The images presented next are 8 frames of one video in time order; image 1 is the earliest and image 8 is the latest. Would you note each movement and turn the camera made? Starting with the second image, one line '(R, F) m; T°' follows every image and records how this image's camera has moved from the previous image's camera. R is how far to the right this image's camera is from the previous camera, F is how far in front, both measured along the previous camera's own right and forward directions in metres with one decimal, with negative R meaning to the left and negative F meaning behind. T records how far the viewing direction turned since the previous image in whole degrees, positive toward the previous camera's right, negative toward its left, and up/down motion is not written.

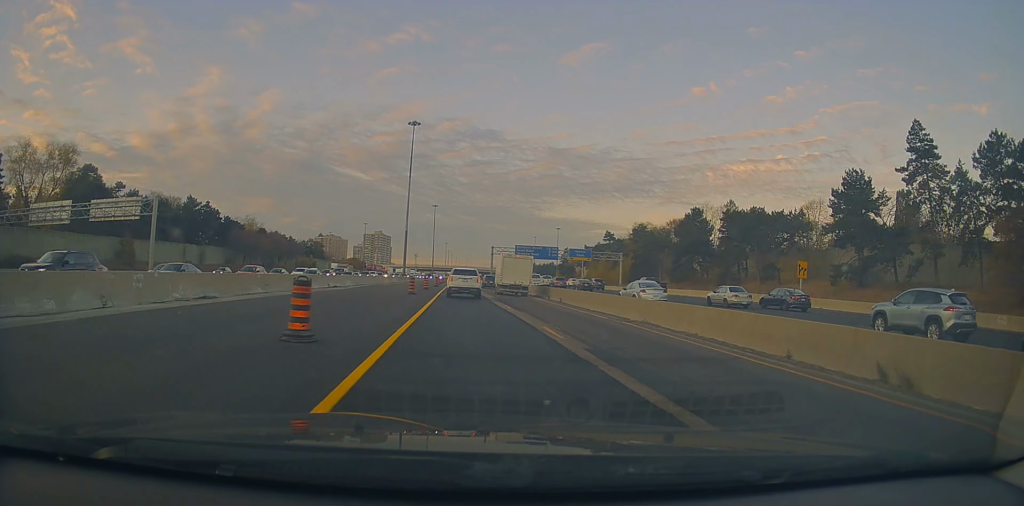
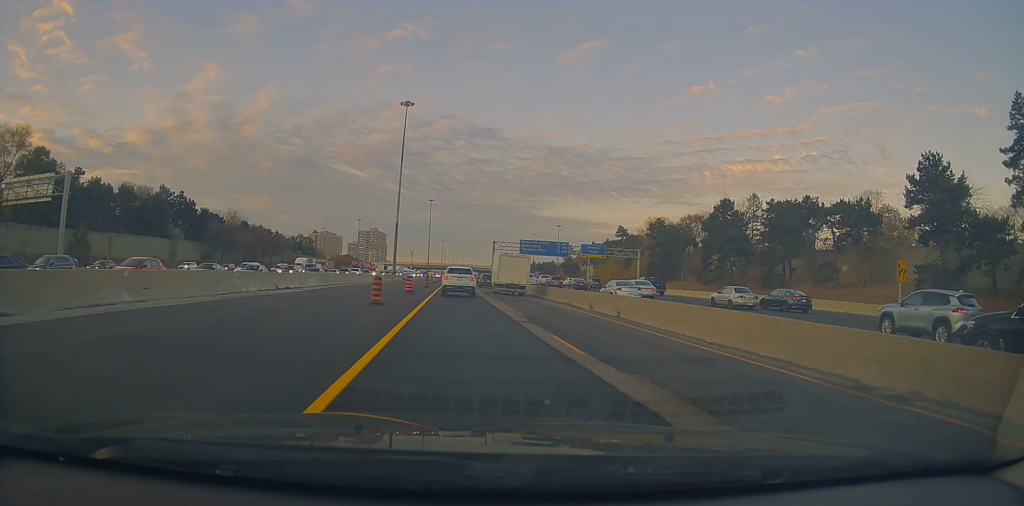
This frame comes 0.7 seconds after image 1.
(0.0, +14.3) m; 0°
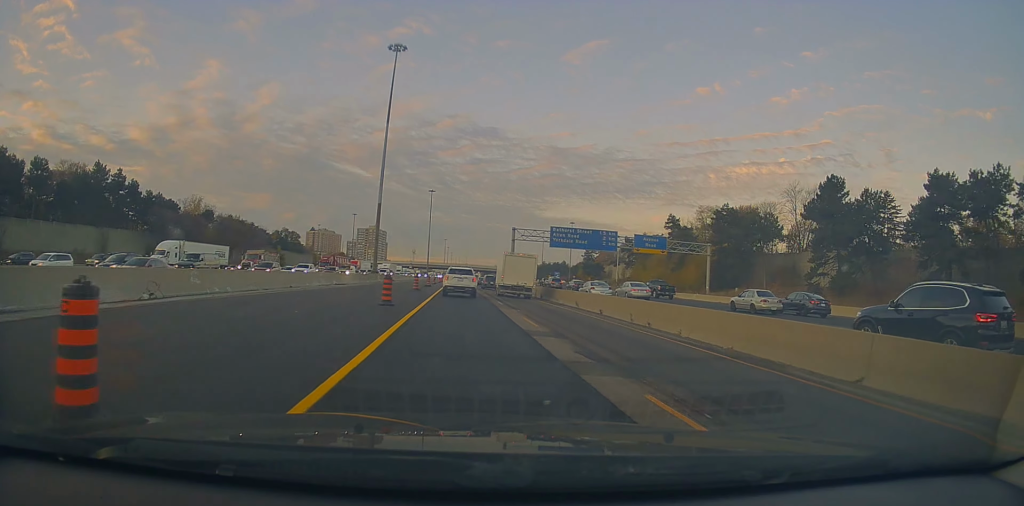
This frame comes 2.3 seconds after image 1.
(+0.5, +30.5) m; +2°
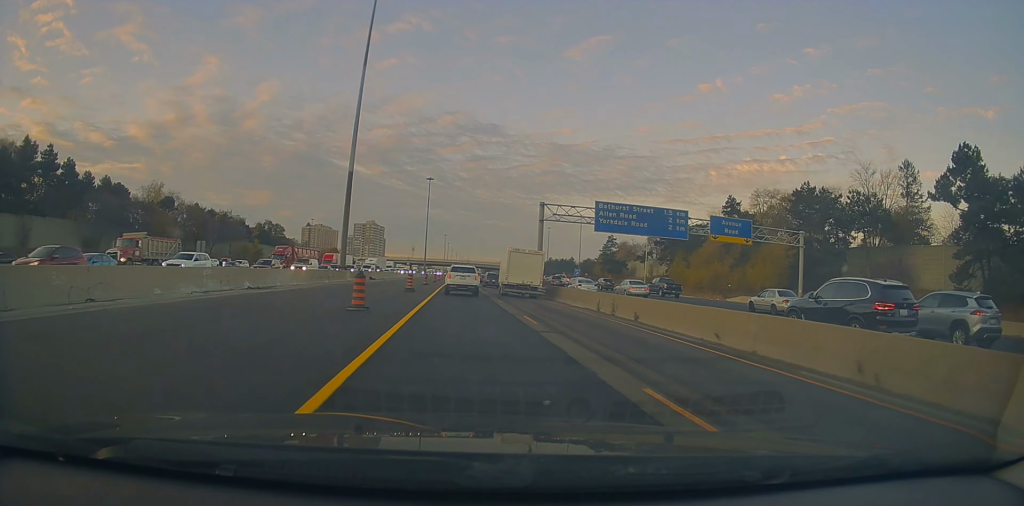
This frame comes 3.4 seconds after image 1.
(-0.2, +23.5) m; -1°
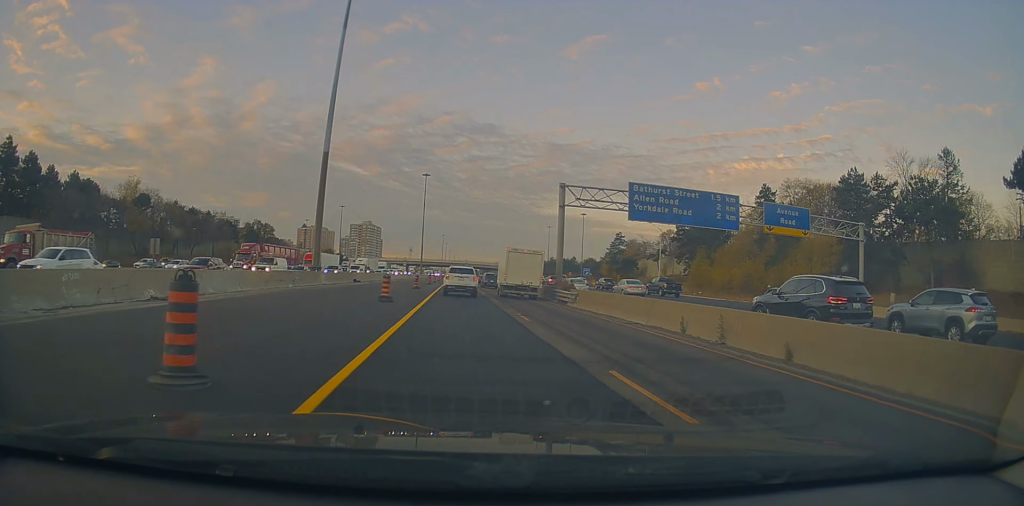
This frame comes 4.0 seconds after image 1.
(0.0, +10.7) m; -1°
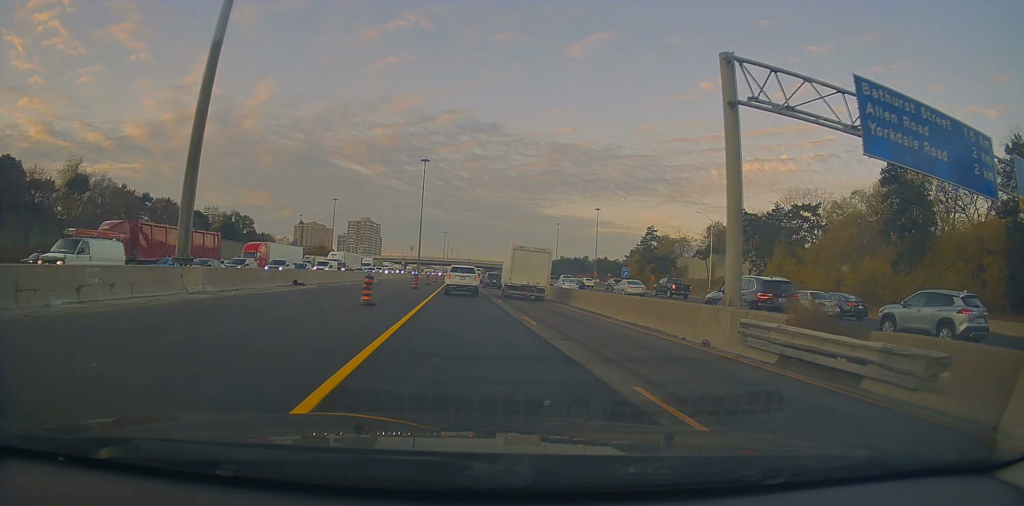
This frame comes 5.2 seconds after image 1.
(-0.3, +25.1) m; -1°
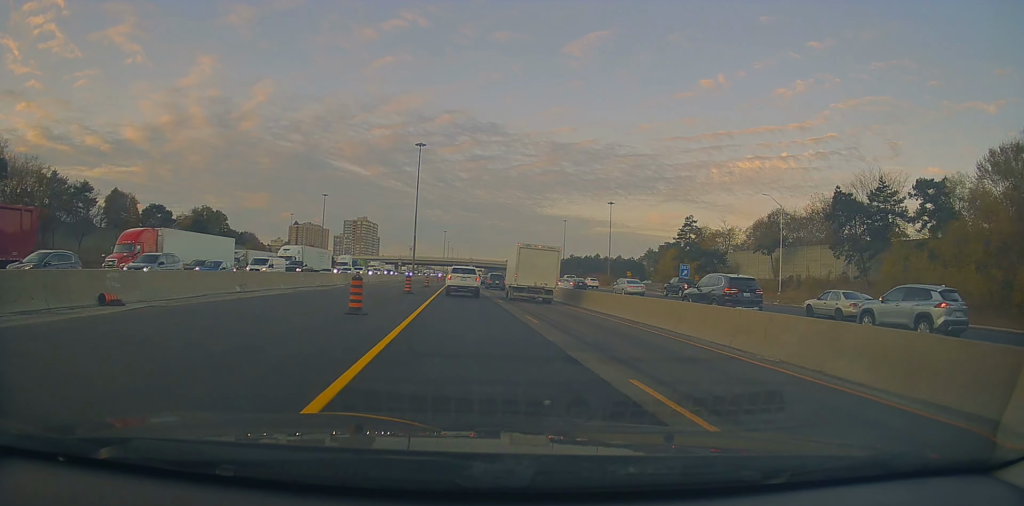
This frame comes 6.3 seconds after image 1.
(+0.2, +23.5) m; 0°
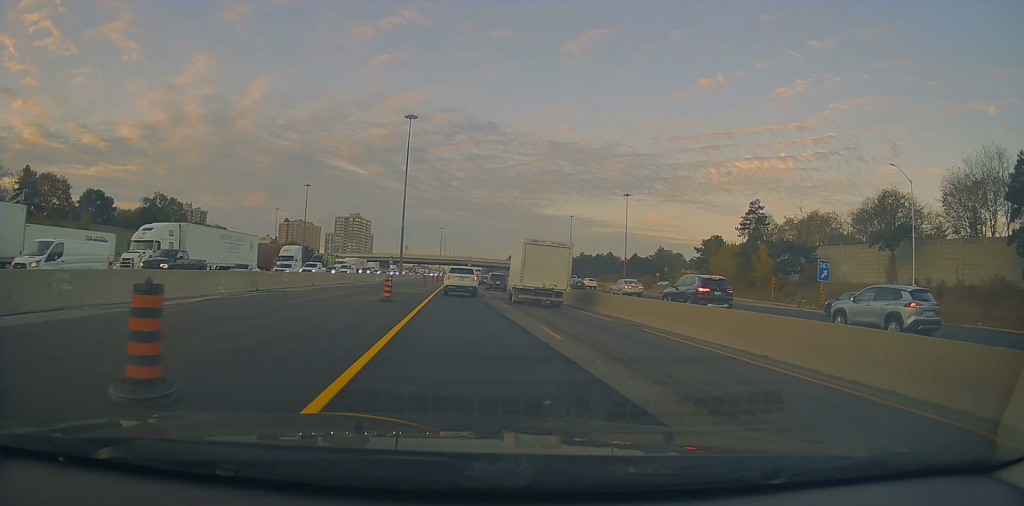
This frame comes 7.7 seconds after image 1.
(-0.1, +28.1) m; +2°
